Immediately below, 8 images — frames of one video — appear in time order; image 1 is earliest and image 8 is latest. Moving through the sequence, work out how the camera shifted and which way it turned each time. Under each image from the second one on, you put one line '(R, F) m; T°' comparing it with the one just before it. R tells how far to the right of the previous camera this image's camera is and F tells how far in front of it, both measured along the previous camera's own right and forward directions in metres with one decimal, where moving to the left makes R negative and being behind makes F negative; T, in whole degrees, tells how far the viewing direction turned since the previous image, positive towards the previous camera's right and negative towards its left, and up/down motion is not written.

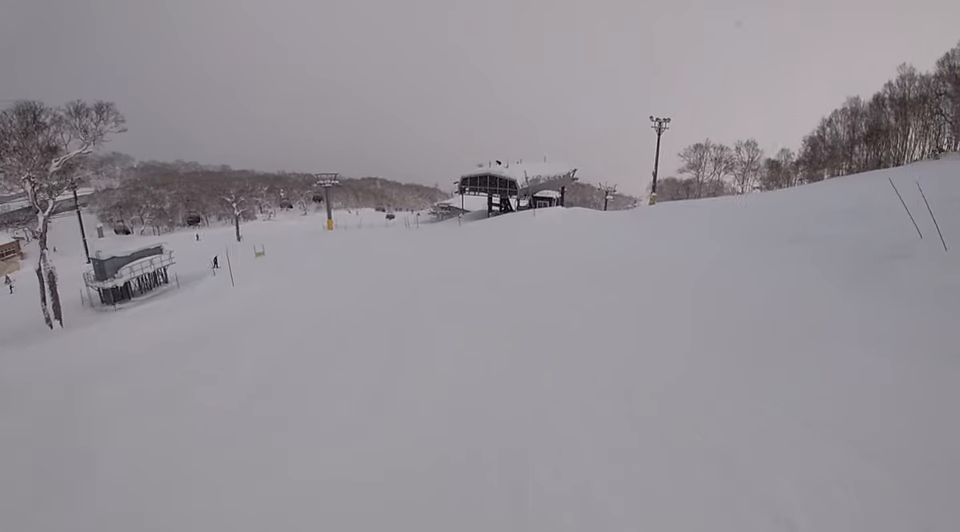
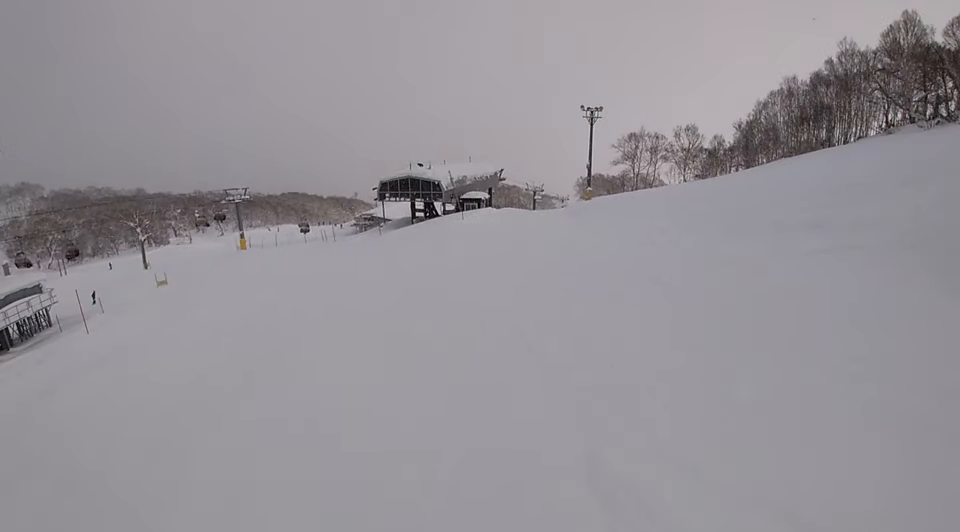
(-0.2, +5.4) m; -3°
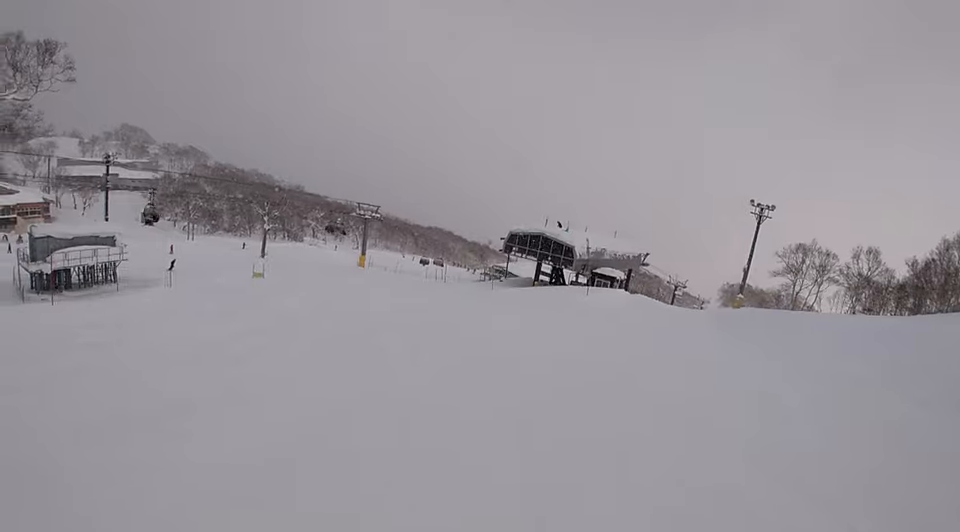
(-0.1, +7.7) m; -4°
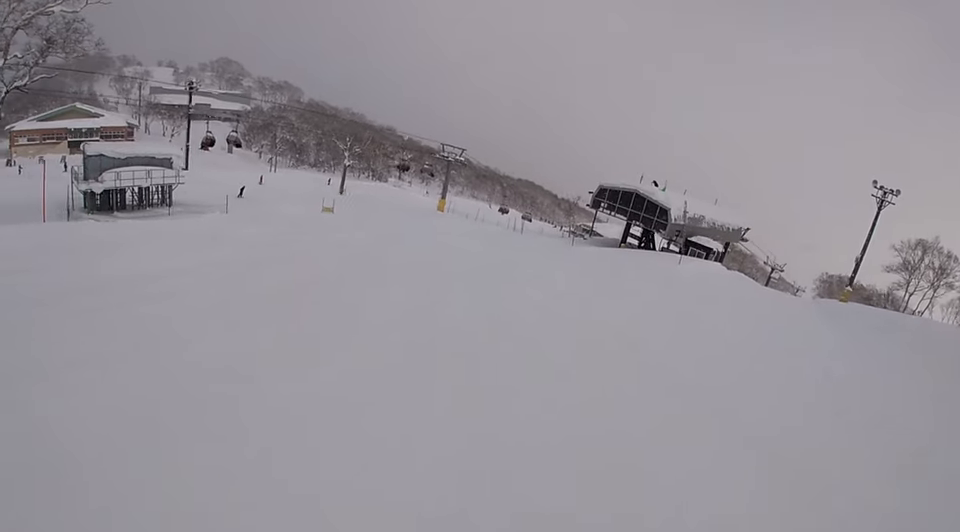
(-0.1, +3.7) m; -3°
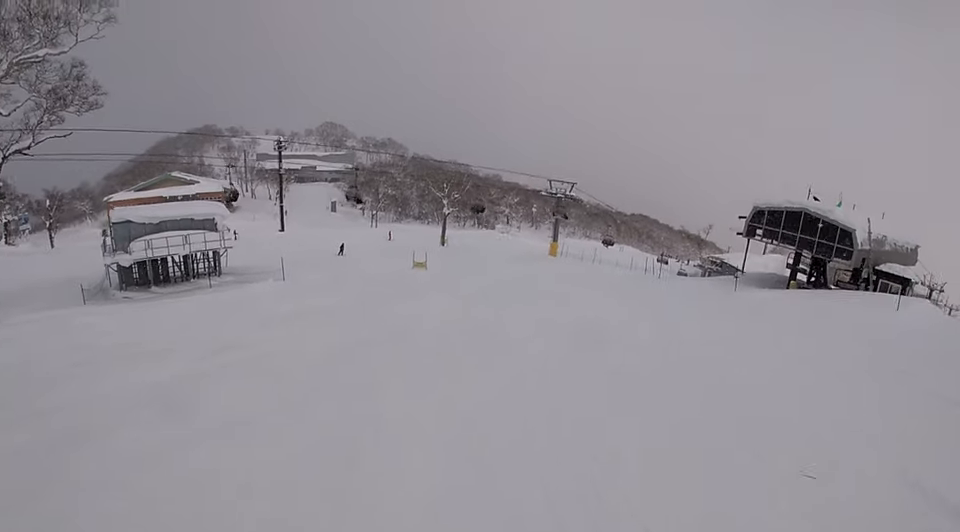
(-0.7, +10.4) m; -13°
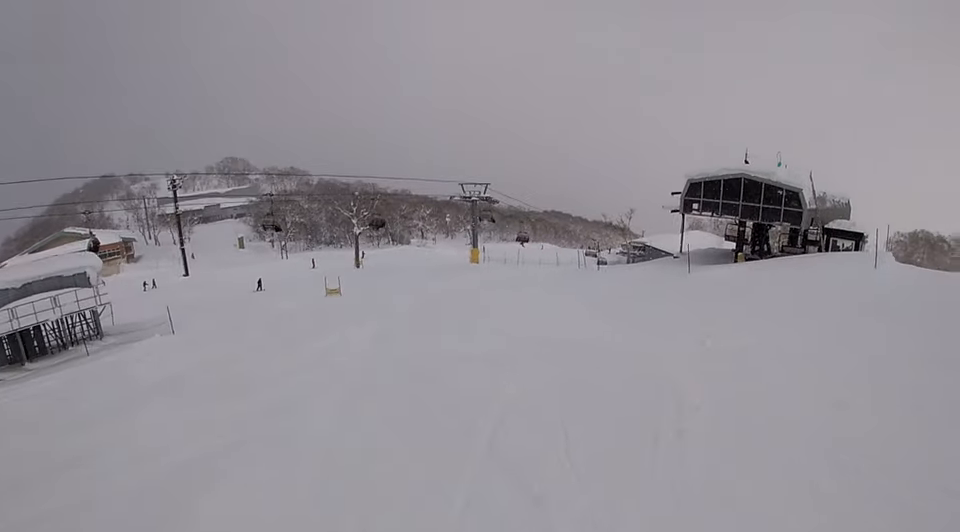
(-0.4, +4.1) m; -2°
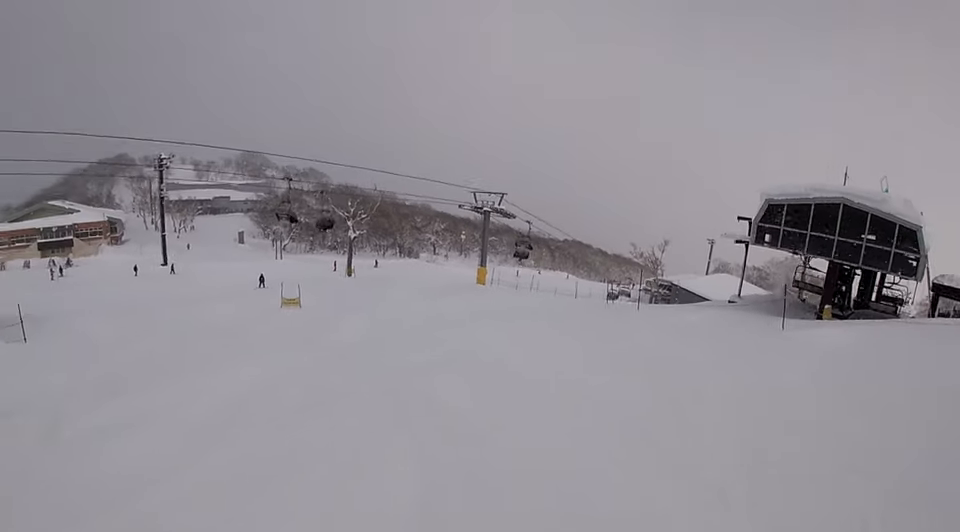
(-0.1, +9.8) m; -4°
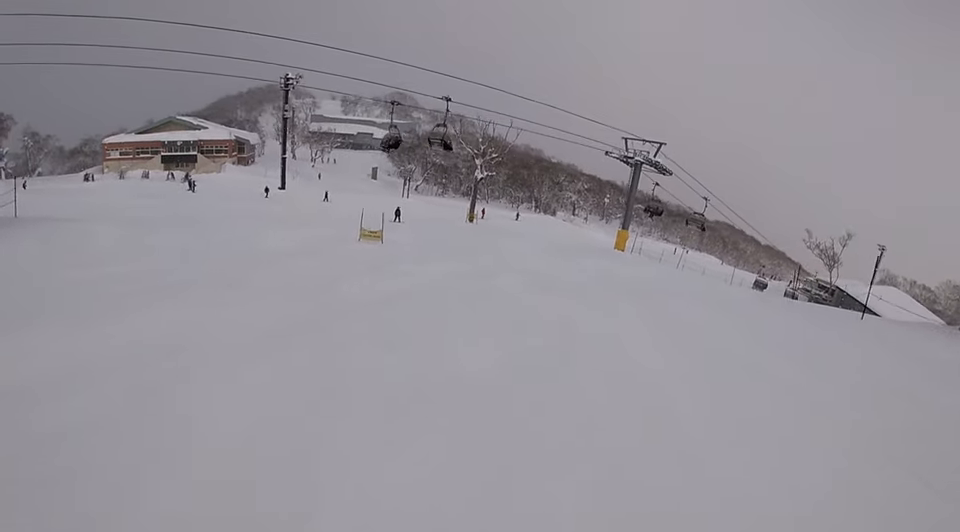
(-0.5, +7.5) m; -6°
